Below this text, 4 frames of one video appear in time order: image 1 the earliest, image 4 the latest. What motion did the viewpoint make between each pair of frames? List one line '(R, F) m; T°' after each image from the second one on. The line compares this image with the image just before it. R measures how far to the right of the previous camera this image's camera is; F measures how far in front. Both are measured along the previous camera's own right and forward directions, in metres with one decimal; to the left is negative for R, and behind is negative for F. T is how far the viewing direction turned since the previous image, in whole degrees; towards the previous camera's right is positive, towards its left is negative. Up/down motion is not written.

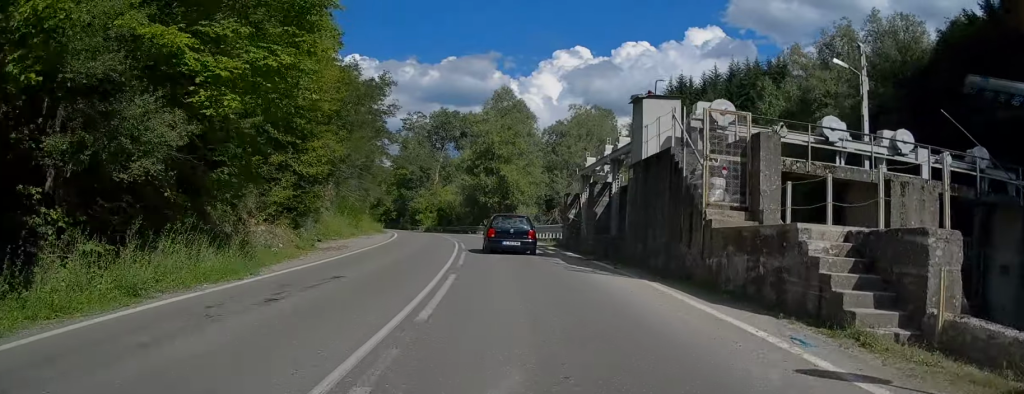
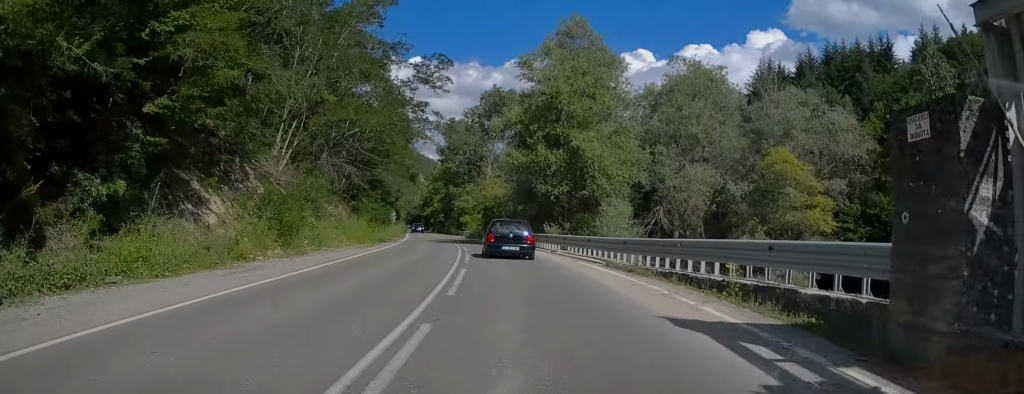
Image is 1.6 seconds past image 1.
(-1.3, +23.1) m; -5°
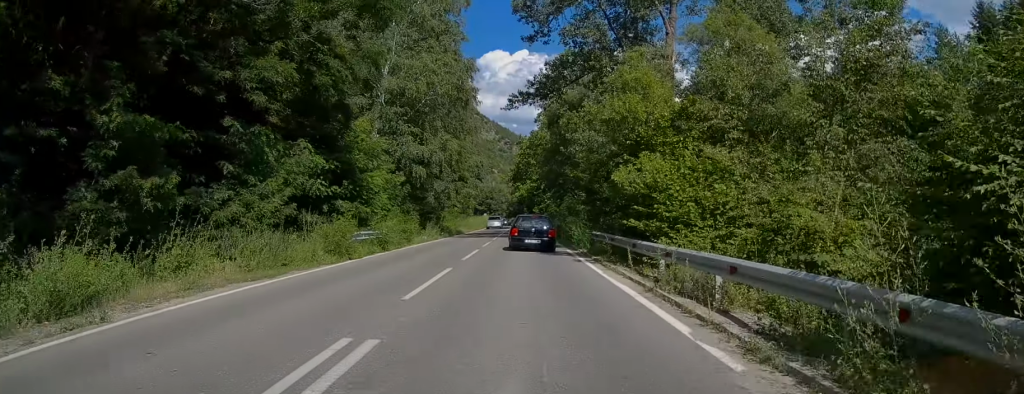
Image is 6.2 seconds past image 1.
(-7.8, +72.3) m; -11°
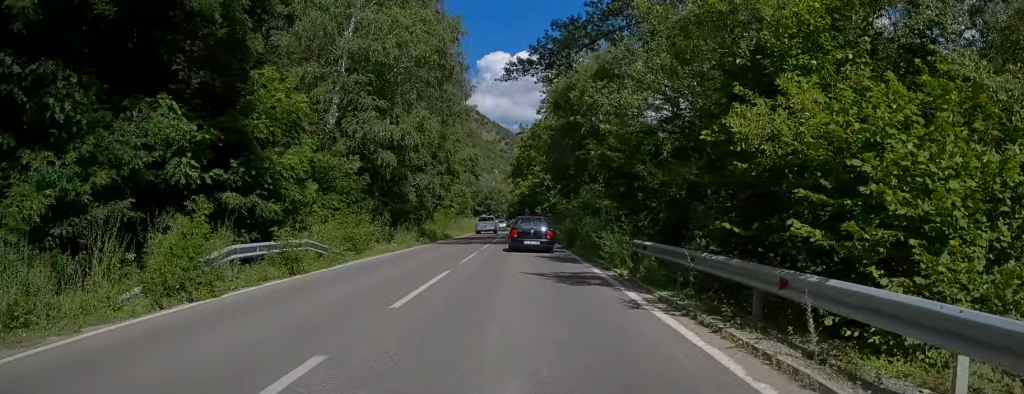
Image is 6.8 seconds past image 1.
(-0.1, +9.7) m; -1°
